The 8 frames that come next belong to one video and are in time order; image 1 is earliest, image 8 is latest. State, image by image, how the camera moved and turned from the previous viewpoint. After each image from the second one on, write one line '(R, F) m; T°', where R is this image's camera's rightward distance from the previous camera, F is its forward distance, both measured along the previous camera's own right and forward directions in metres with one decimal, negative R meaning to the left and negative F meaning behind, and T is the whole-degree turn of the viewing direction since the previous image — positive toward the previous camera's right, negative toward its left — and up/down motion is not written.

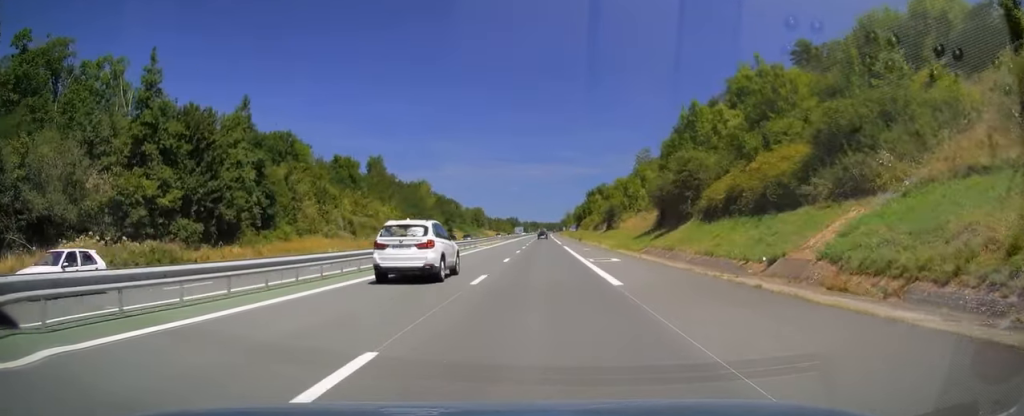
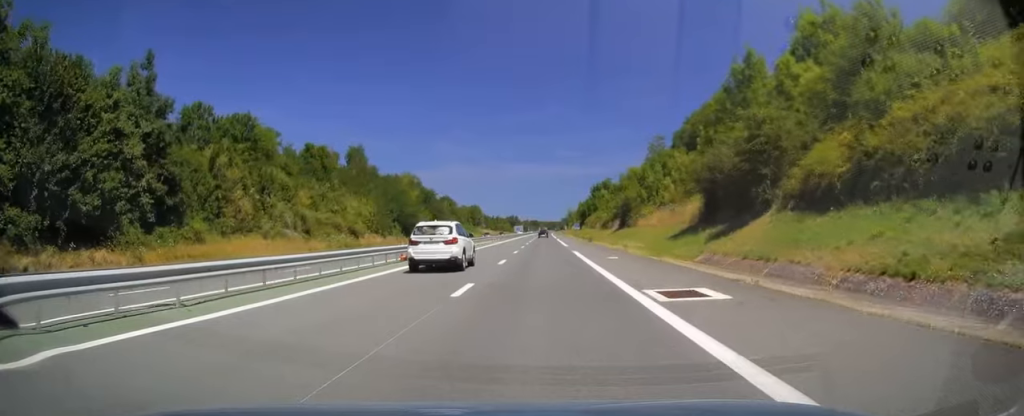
(0.0, +16.1) m; 0°
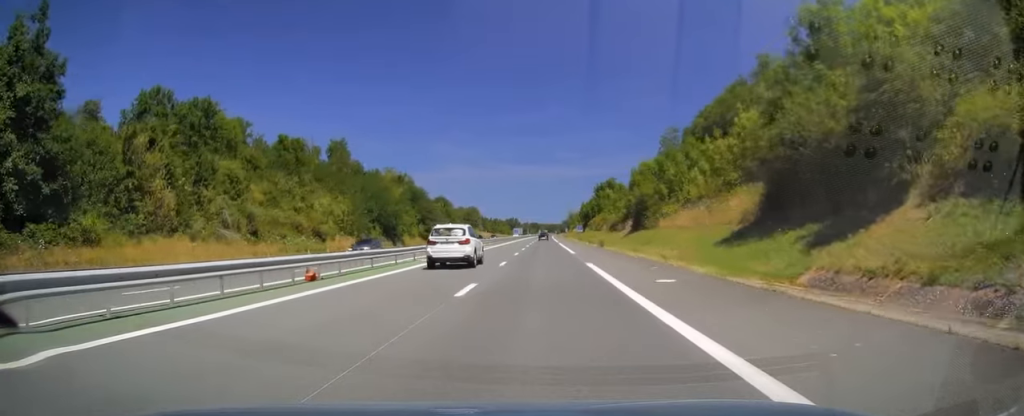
(0.0, +12.2) m; 0°
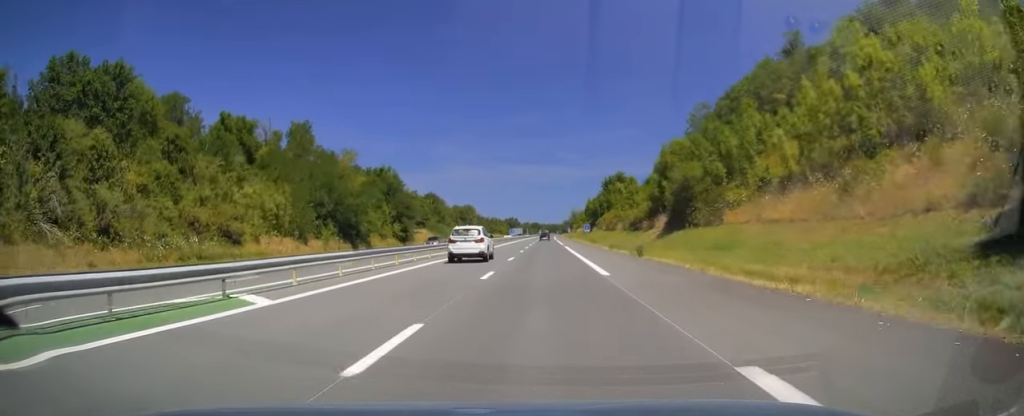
(0.0, +20.0) m; 0°
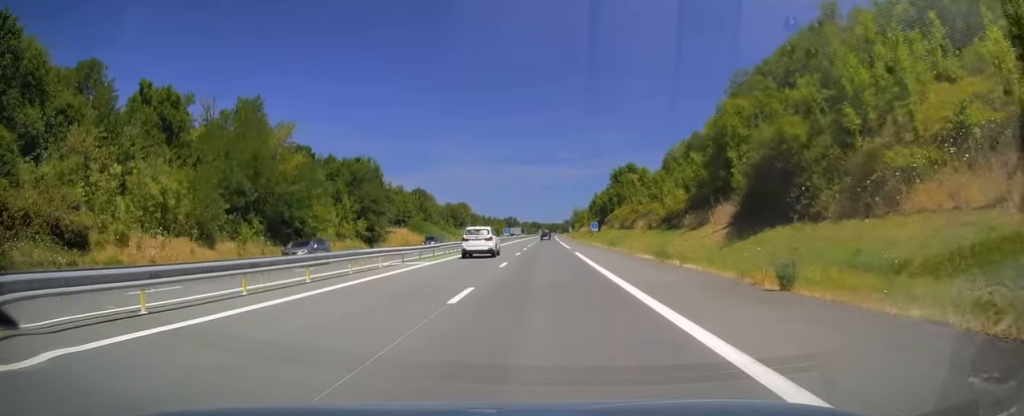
(0.0, +19.1) m; 0°
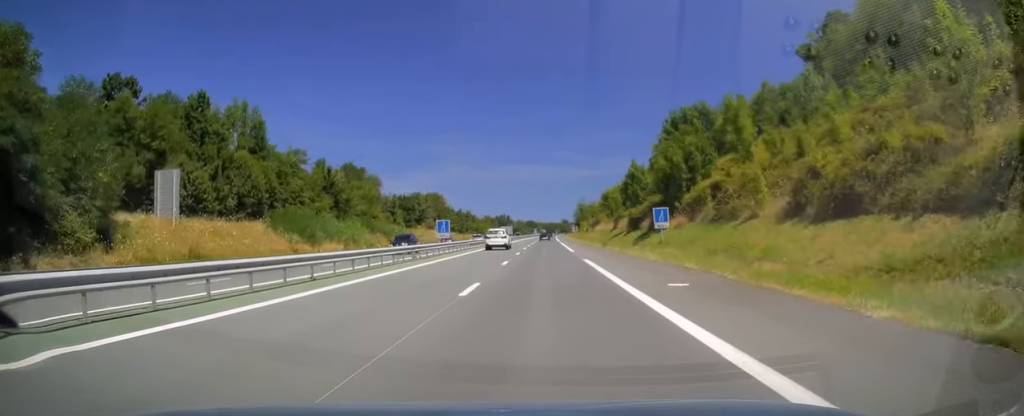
(-0.1, +61.5) m; 0°
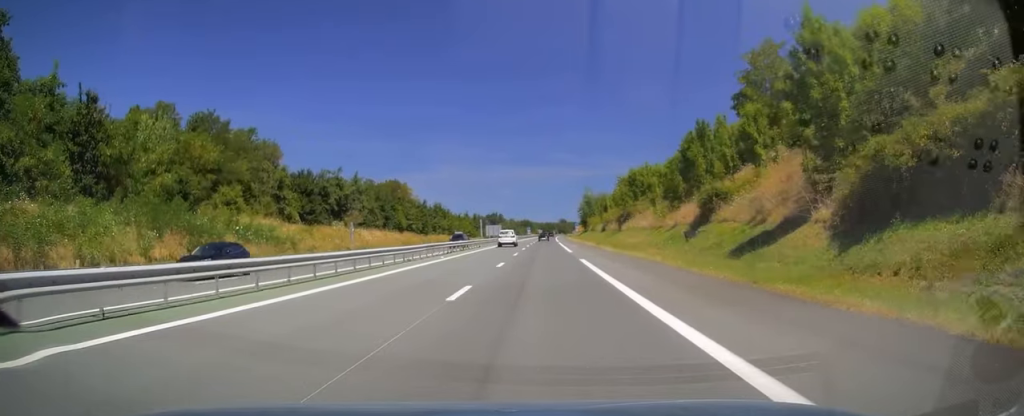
(+0.3, +51.2) m; +1°
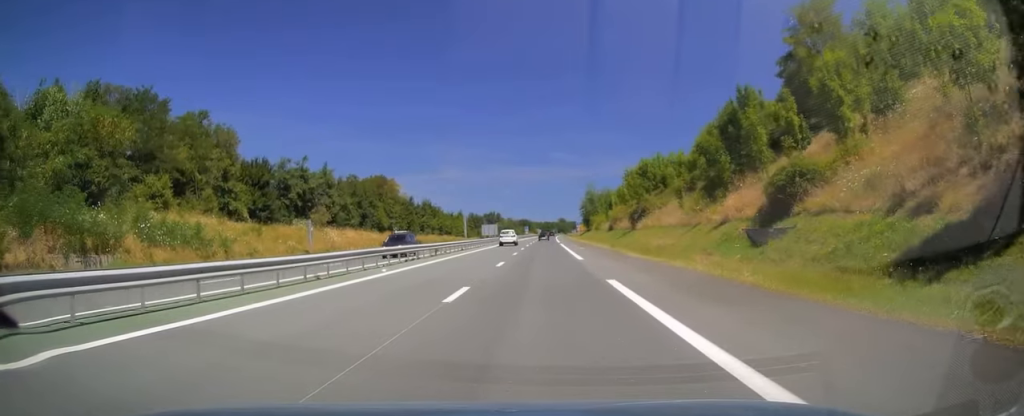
(0.0, +12.7) m; 0°
